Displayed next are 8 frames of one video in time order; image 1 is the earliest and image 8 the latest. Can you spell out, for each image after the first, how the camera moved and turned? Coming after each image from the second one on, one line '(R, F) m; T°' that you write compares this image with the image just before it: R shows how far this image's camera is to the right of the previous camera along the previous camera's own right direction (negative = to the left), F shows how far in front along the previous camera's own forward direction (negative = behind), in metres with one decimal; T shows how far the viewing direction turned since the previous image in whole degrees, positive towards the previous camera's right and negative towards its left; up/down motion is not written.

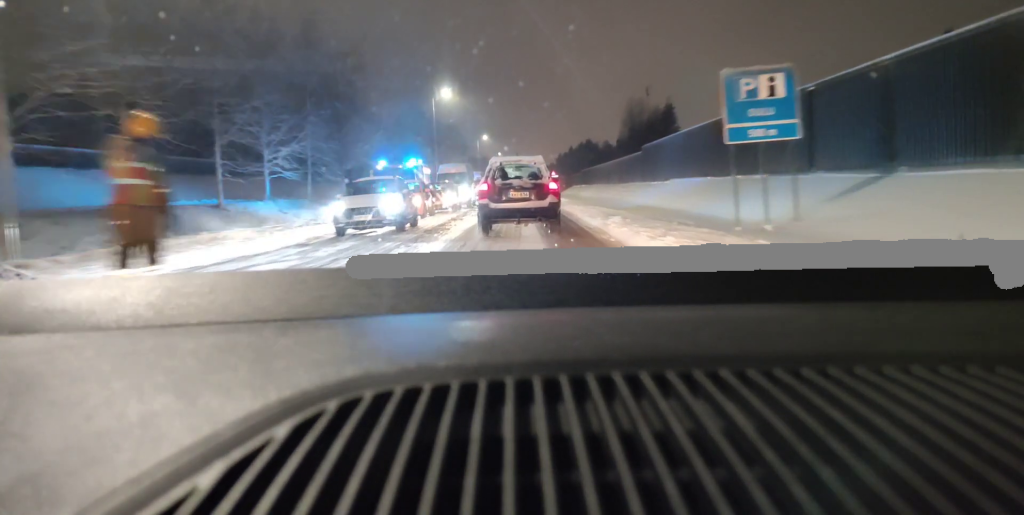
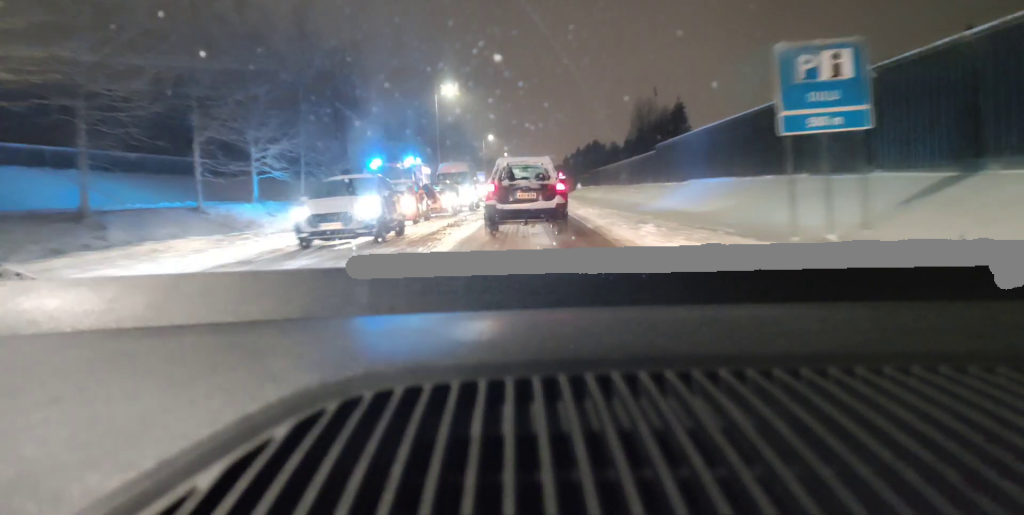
(0.0, +3.7) m; 0°
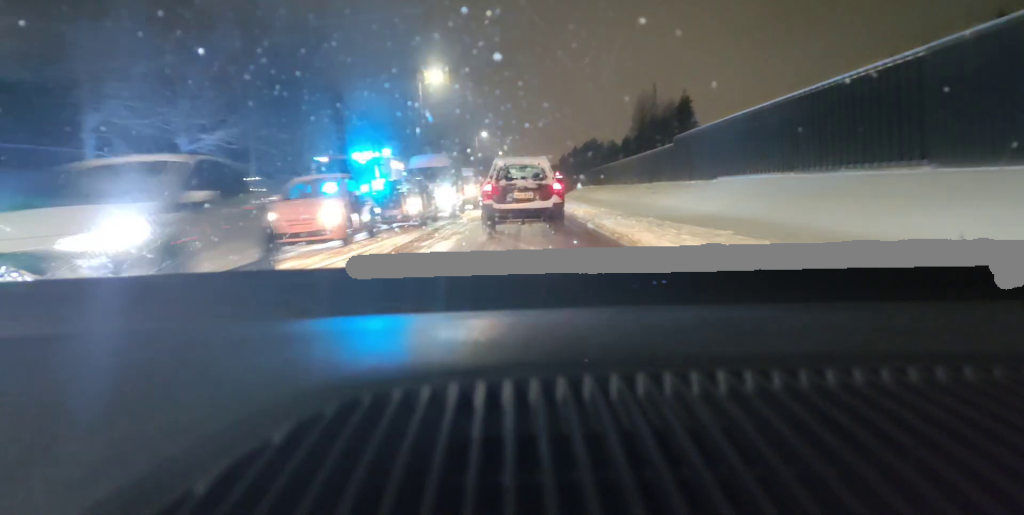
(+0.1, +9.2) m; 0°
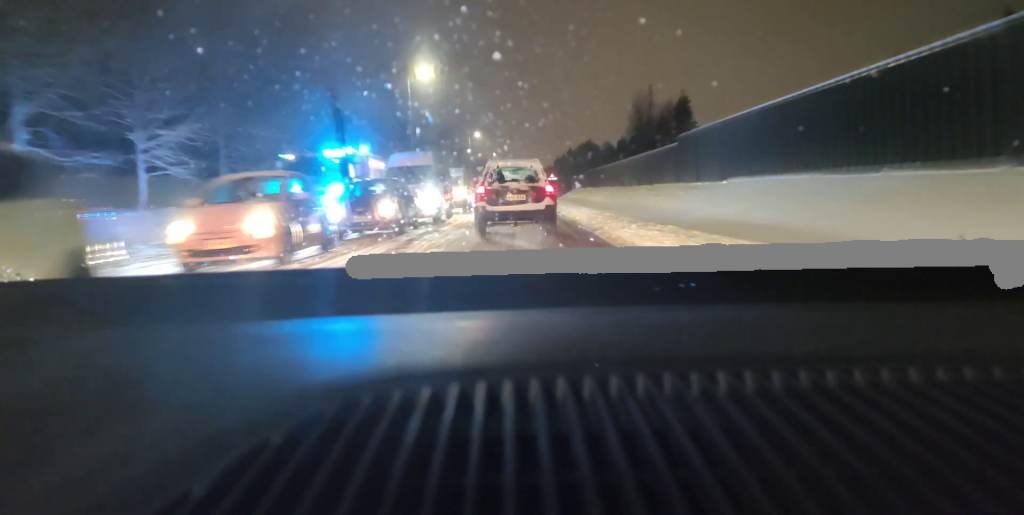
(+0.1, +3.5) m; -1°
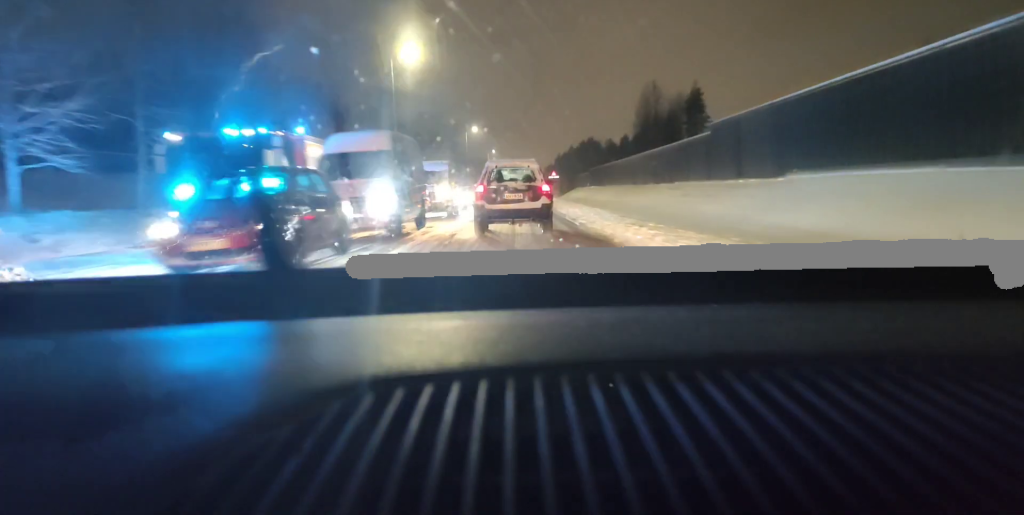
(-0.1, +8.9) m; +2°
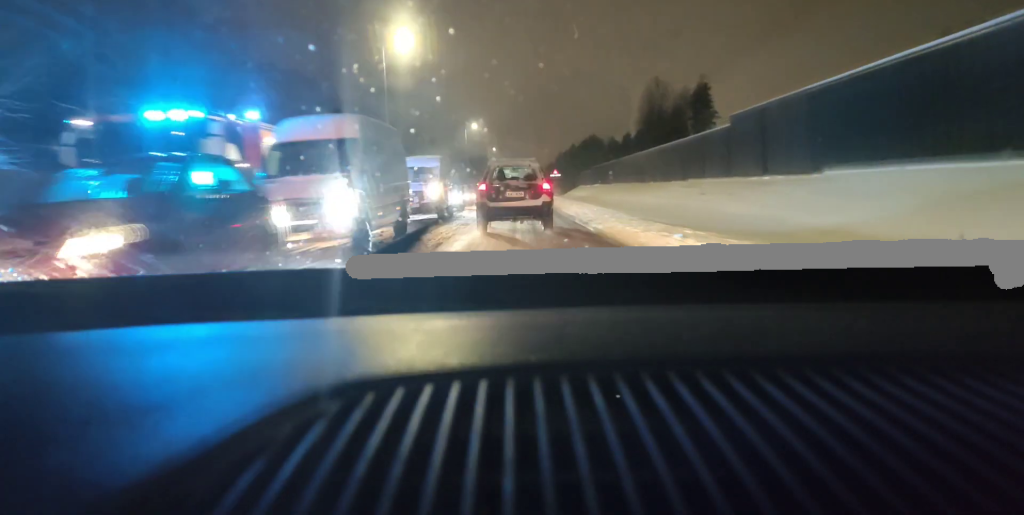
(+0.3, +3.7) m; 0°
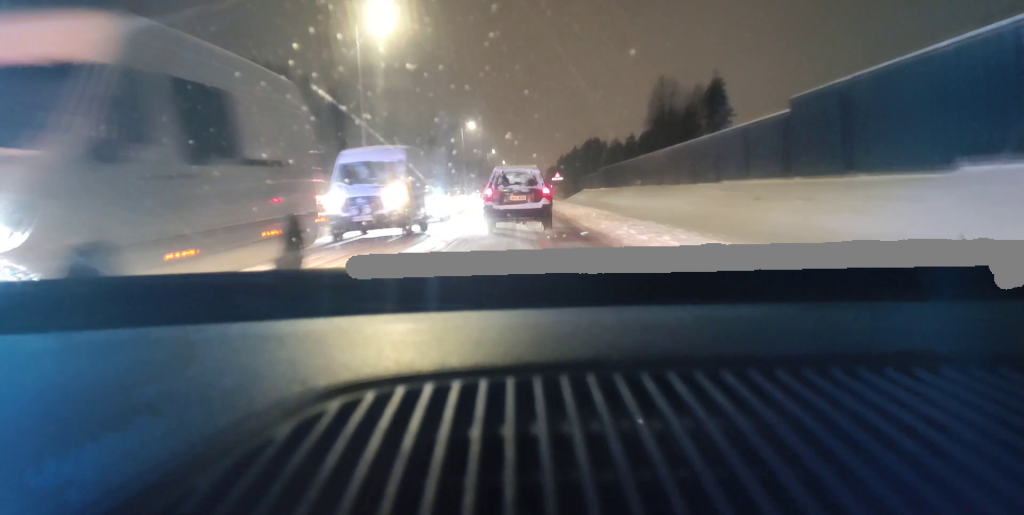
(-0.1, +8.9) m; -1°
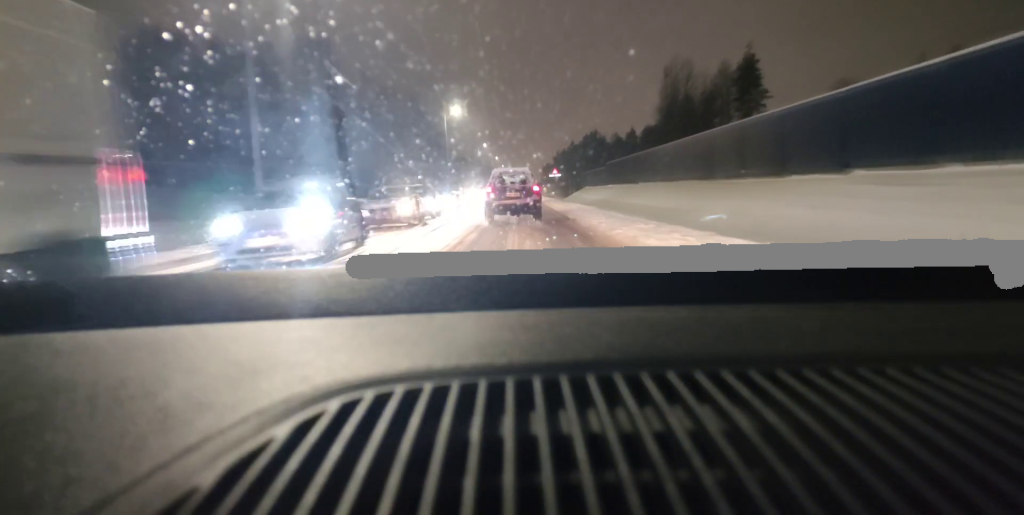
(+0.3, +17.5) m; +2°
